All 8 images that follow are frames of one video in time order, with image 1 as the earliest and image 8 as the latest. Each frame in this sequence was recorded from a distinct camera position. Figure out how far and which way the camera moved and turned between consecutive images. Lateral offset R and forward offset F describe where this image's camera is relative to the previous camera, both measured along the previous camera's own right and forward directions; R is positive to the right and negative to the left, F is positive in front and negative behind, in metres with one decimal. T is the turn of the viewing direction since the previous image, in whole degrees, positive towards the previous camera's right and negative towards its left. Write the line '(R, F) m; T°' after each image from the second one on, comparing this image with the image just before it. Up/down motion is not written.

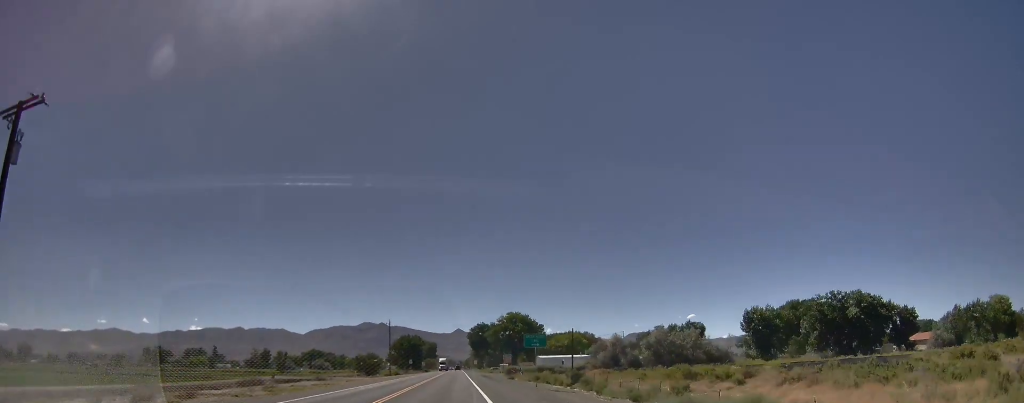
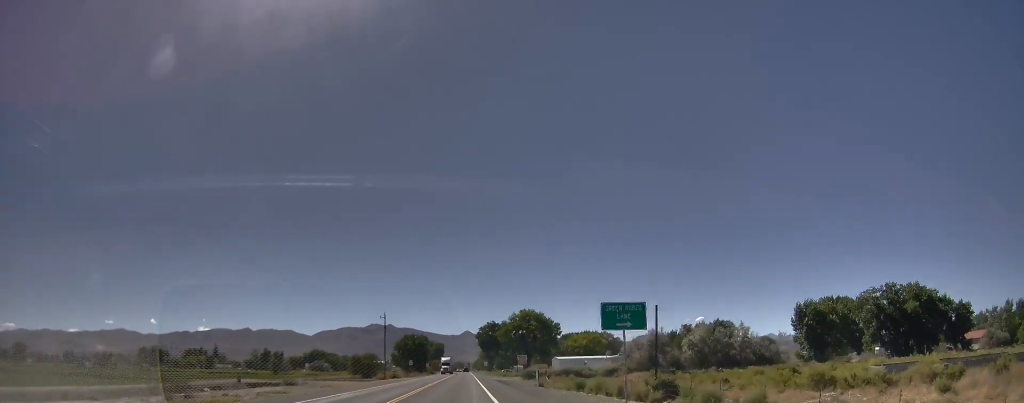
(+1.1, +22.0) m; +1°
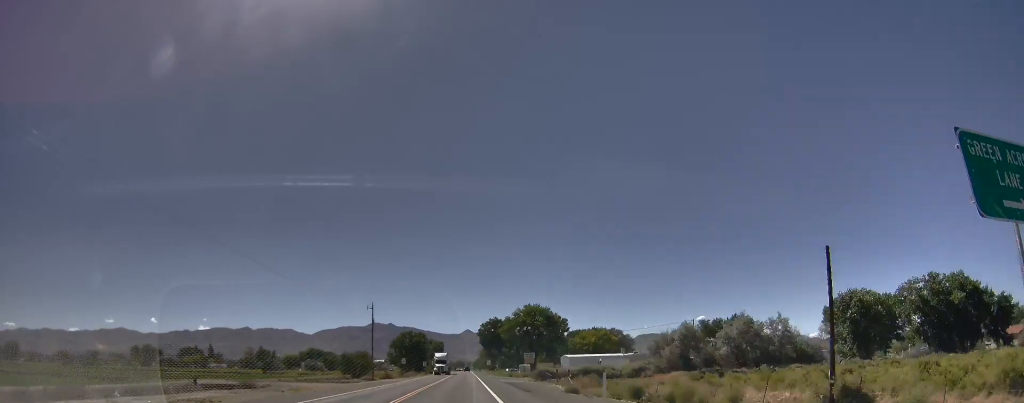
(-0.5, +16.5) m; -2°
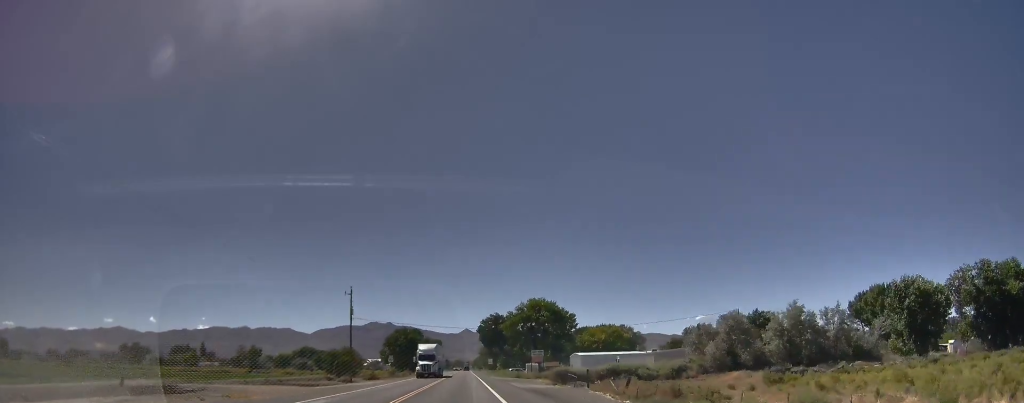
(0.0, +17.9) m; 0°
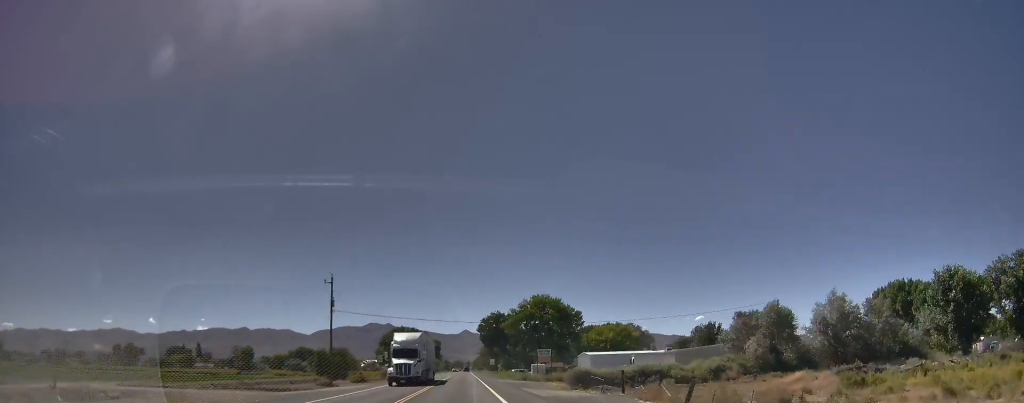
(-0.1, +11.6) m; +1°
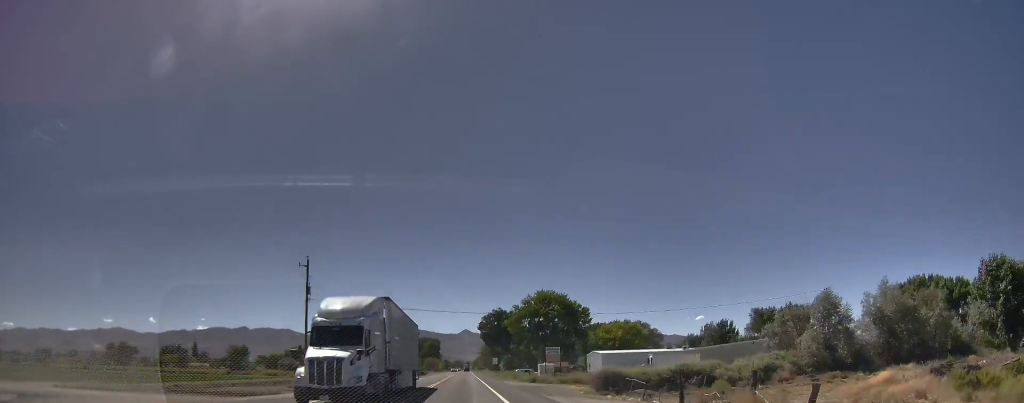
(+0.3, +11.0) m; 0°
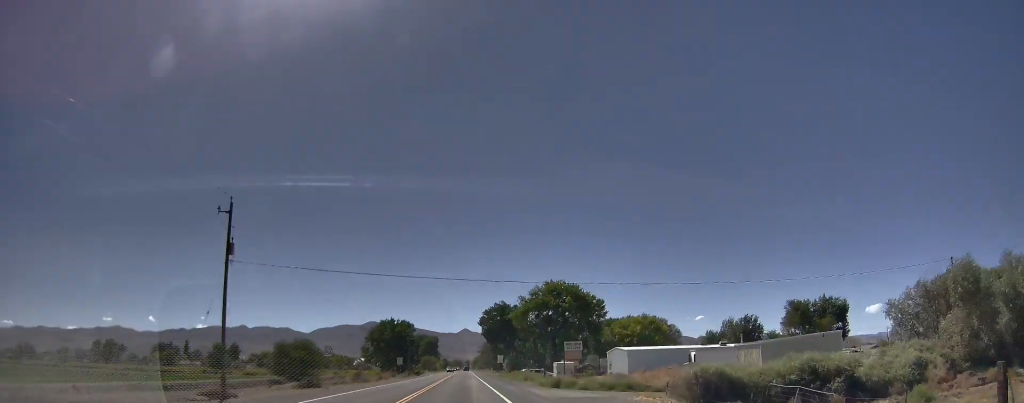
(-0.1, +20.0) m; -1°
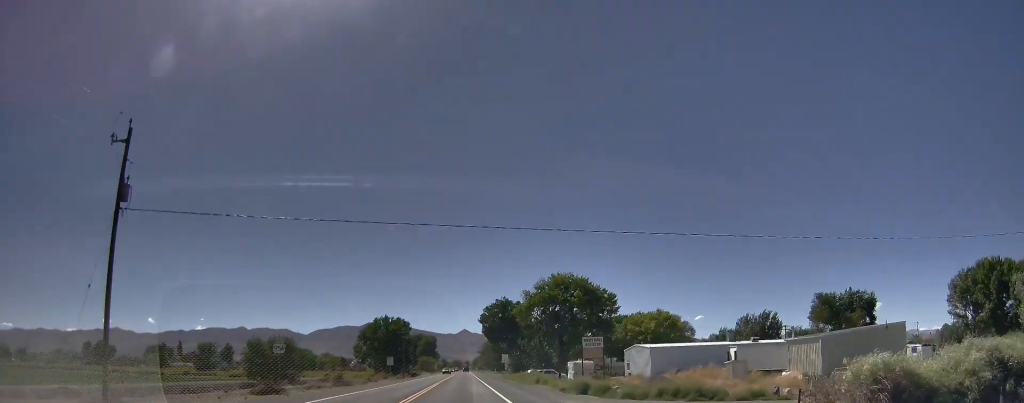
(-0.1, +13.3) m; -1°
